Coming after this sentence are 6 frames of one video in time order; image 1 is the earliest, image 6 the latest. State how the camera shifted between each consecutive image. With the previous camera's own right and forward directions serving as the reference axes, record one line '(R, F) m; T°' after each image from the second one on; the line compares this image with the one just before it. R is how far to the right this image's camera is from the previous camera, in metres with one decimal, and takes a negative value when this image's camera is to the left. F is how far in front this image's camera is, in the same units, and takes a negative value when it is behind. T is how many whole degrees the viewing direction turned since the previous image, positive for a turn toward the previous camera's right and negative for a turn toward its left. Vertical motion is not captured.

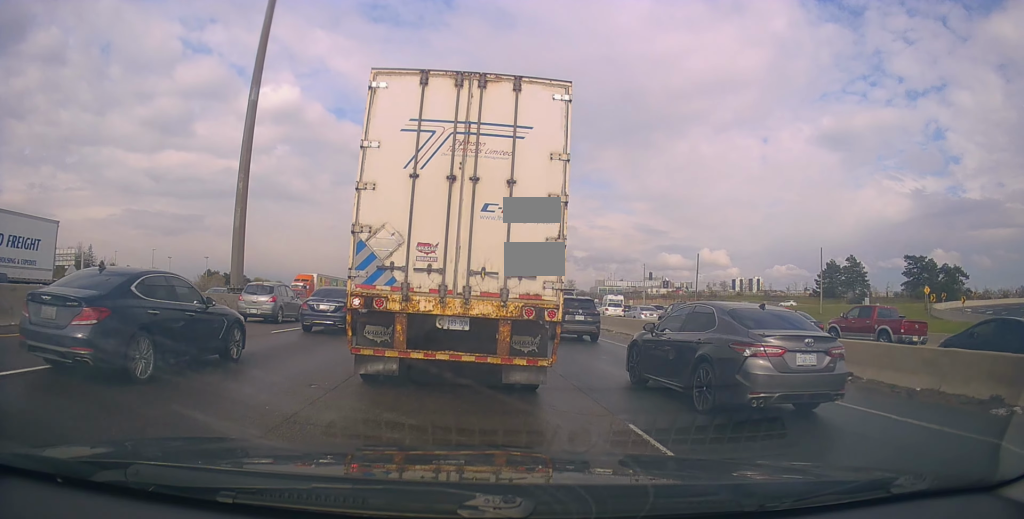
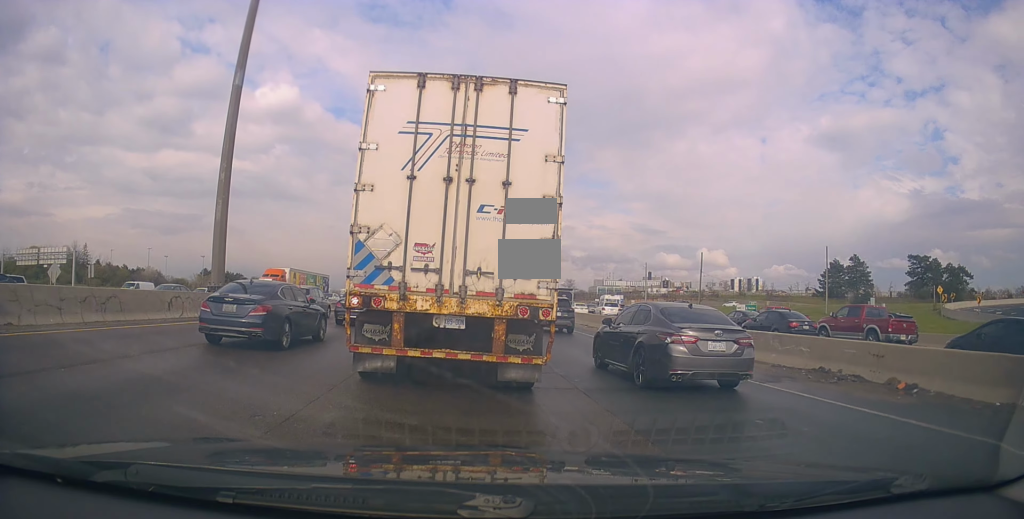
(-0.2, +2.1) m; -2°
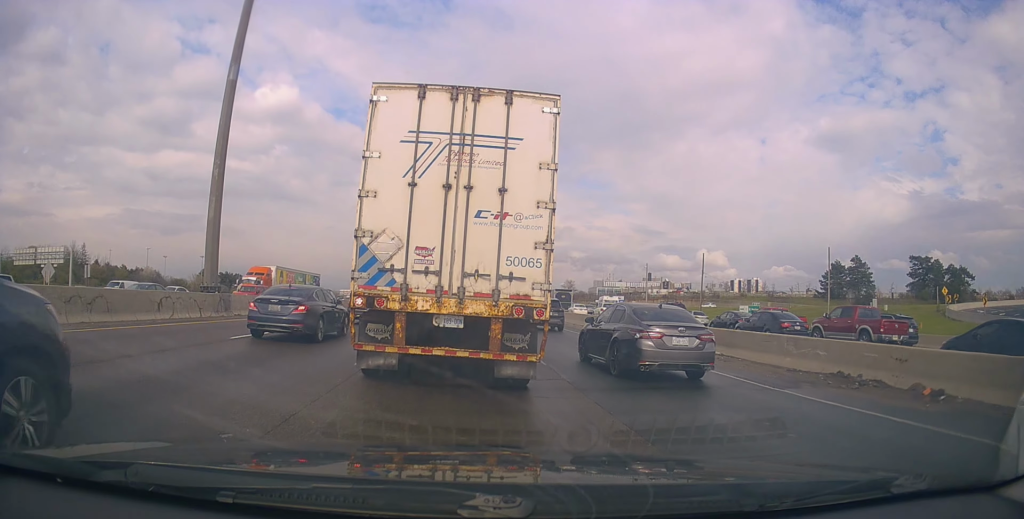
(0.0, +1.0) m; +1°
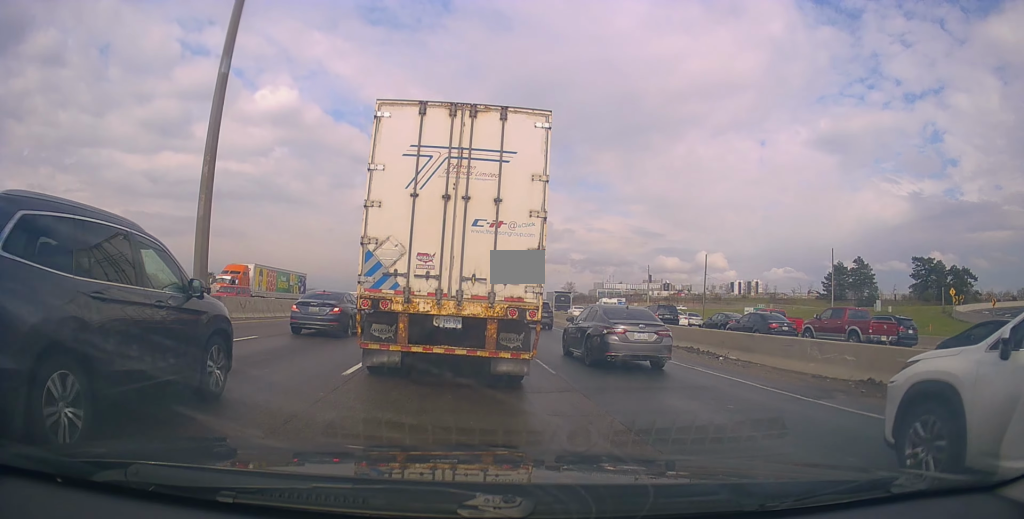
(+0.1, +1.6) m; +4°
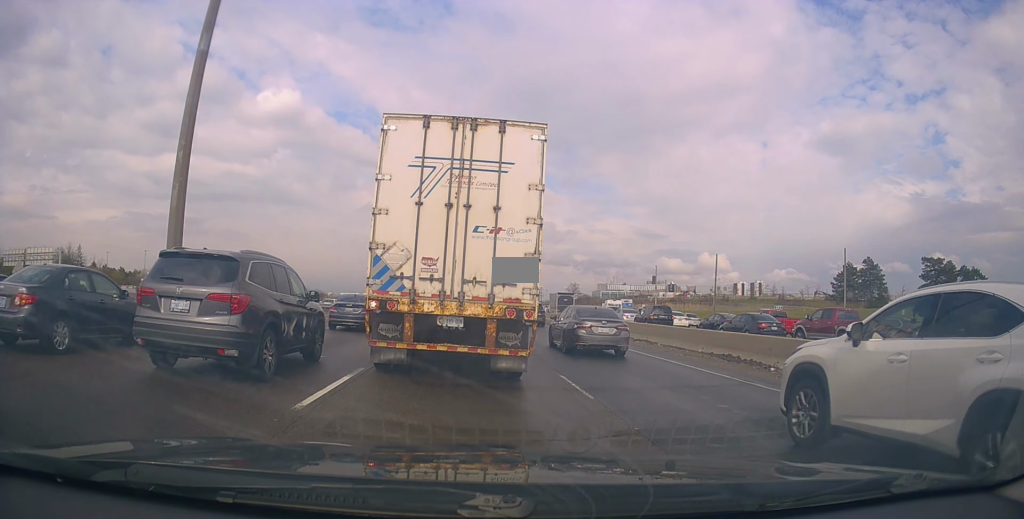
(+0.2, +3.2) m; +4°
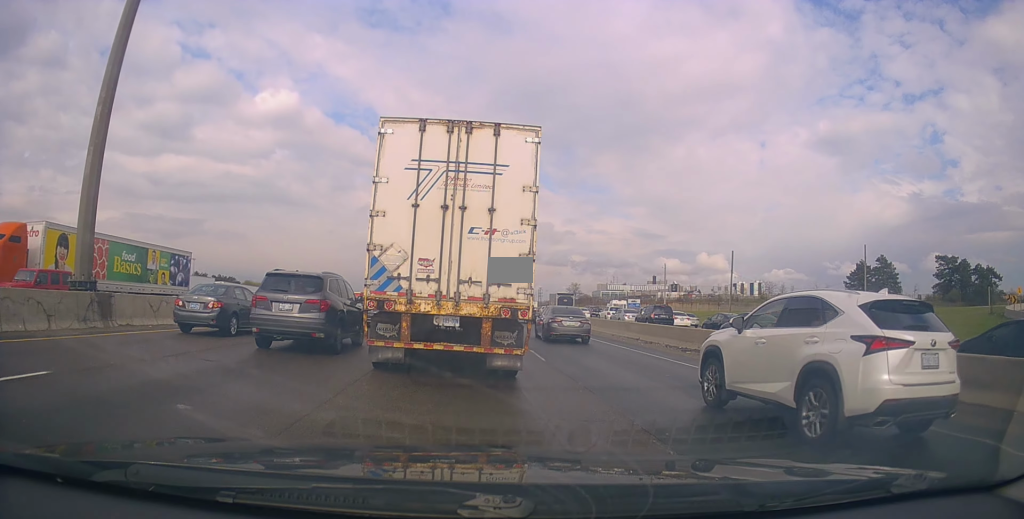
(+0.2, +6.1) m; +2°
